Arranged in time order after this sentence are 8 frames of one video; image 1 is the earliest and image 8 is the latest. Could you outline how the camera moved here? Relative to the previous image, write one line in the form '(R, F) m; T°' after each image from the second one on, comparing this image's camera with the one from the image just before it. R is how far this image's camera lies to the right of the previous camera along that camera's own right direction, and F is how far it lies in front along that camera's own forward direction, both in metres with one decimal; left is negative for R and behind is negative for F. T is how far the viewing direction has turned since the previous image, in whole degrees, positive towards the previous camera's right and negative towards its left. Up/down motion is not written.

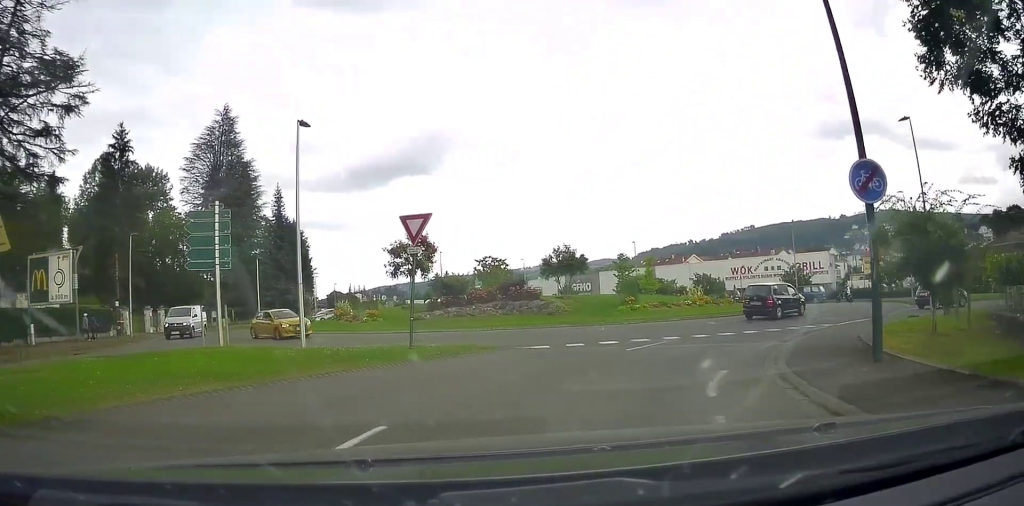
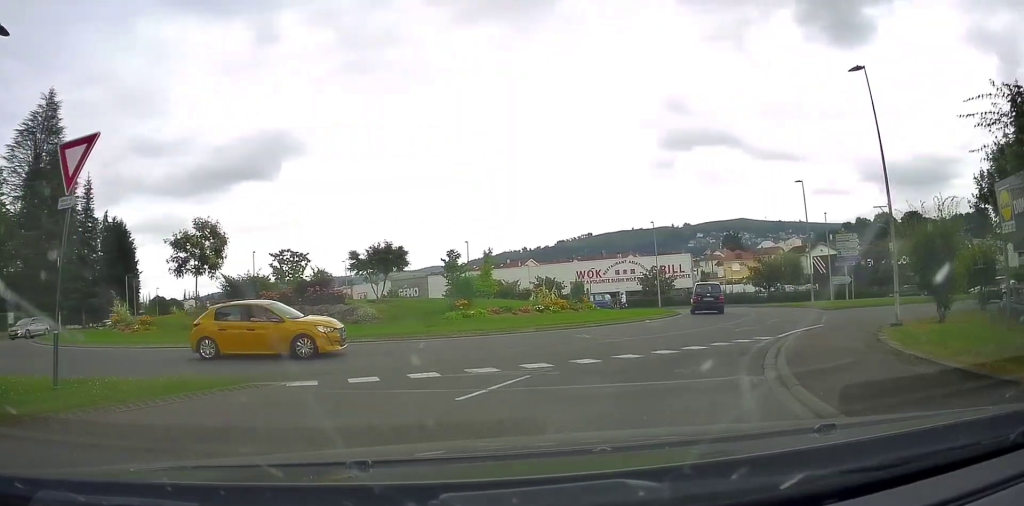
(-0.1, +8.8) m; +6°
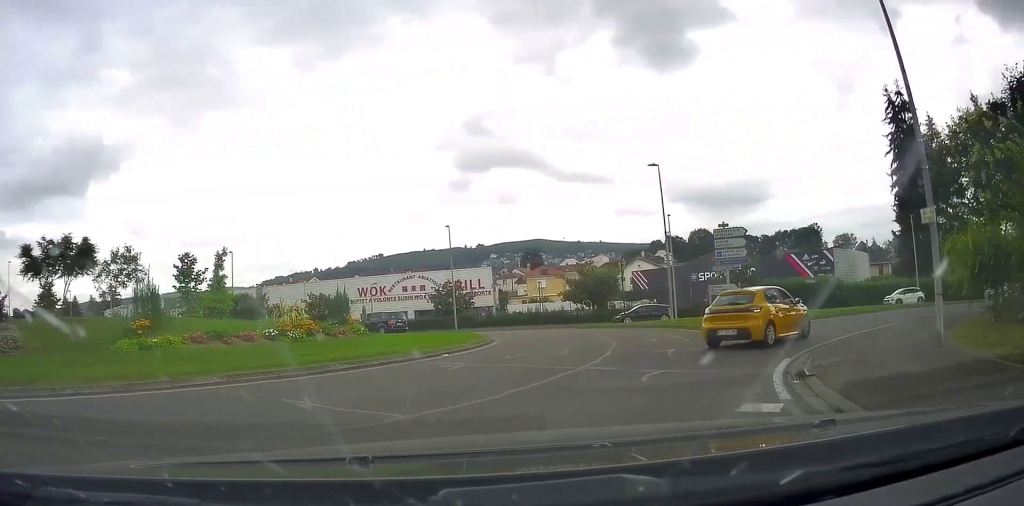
(+2.8, +10.8) m; +31°
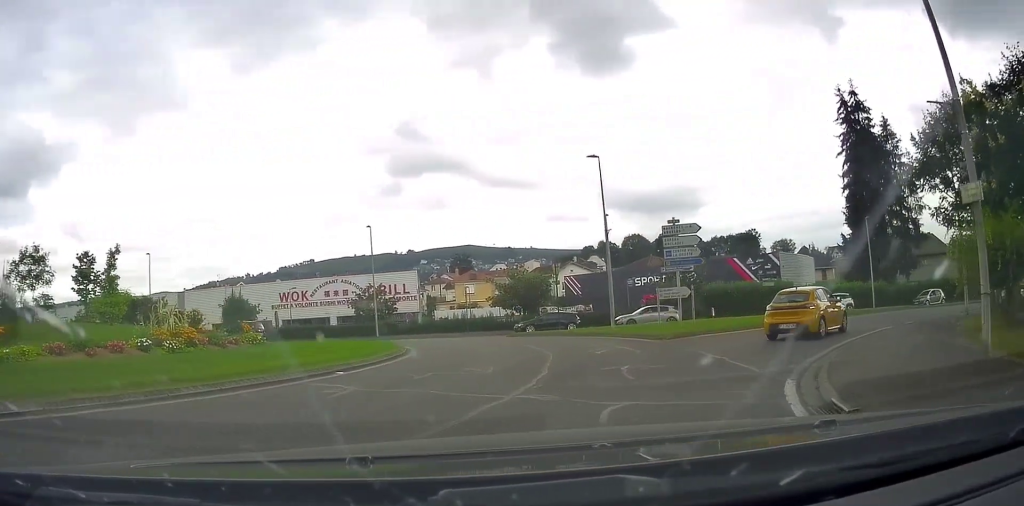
(+0.1, +2.6) m; +6°
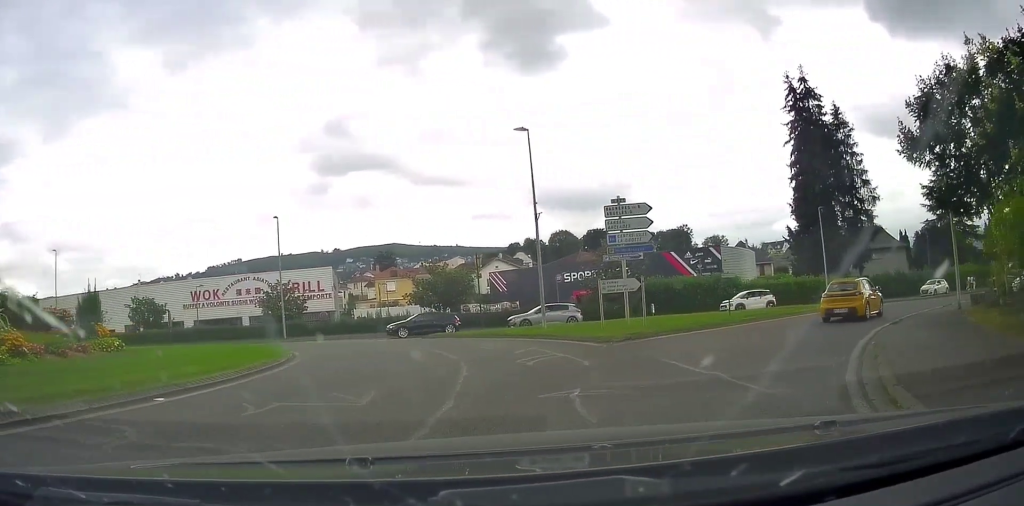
(0.0, +3.2) m; +6°
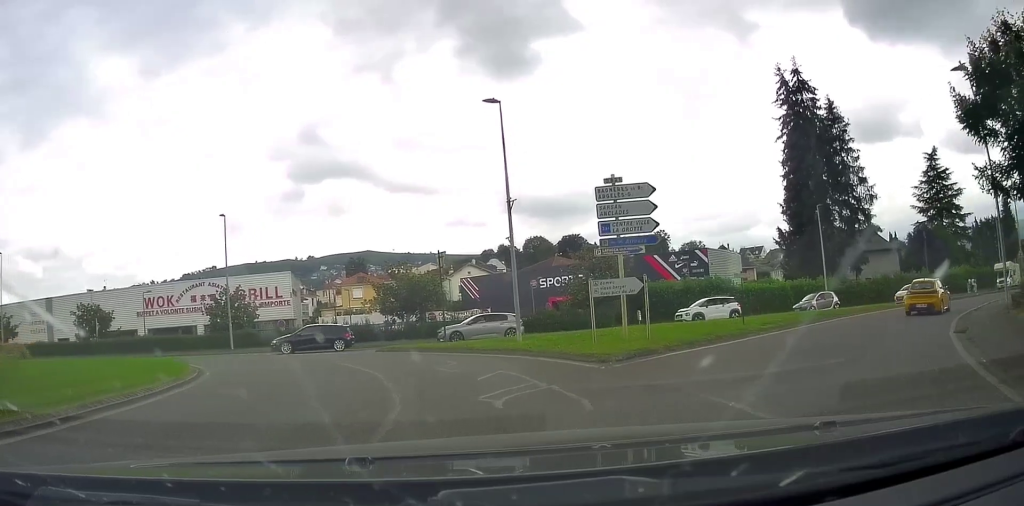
(+0.4, +3.6) m; +5°
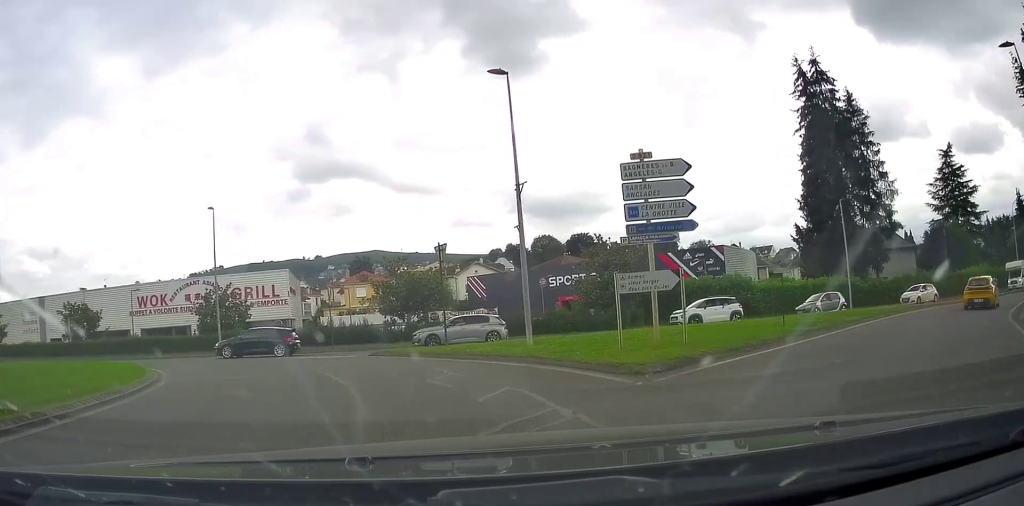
(0.0, +2.3) m; +1°
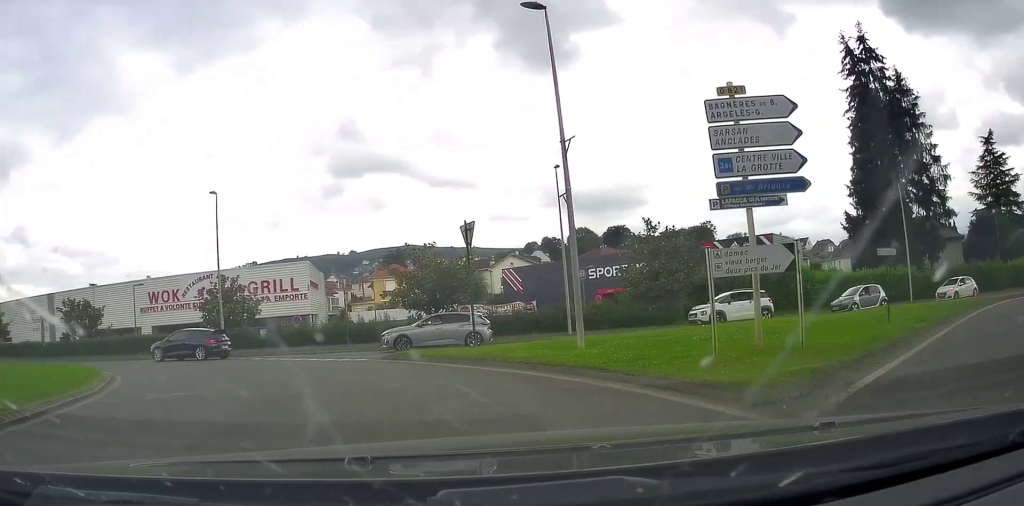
(0.0, +3.4) m; 0°
